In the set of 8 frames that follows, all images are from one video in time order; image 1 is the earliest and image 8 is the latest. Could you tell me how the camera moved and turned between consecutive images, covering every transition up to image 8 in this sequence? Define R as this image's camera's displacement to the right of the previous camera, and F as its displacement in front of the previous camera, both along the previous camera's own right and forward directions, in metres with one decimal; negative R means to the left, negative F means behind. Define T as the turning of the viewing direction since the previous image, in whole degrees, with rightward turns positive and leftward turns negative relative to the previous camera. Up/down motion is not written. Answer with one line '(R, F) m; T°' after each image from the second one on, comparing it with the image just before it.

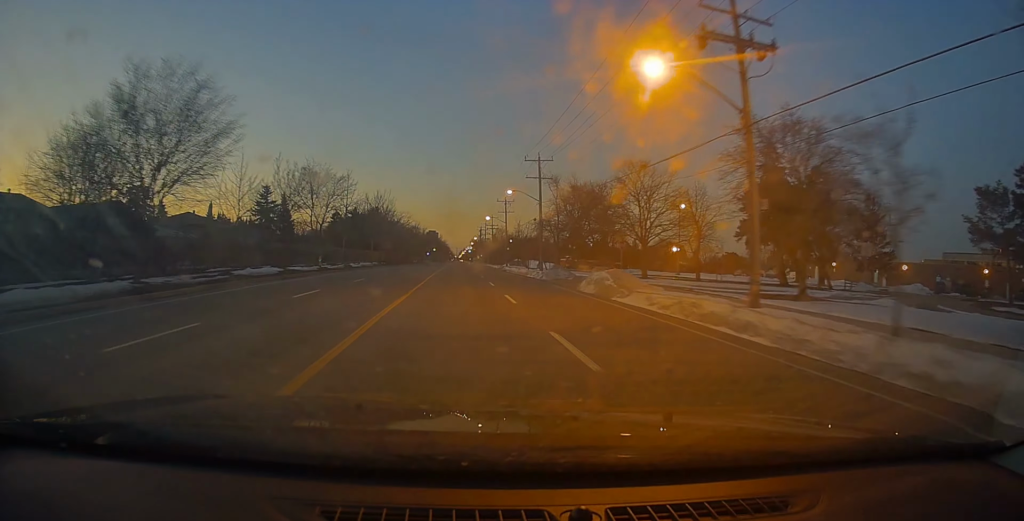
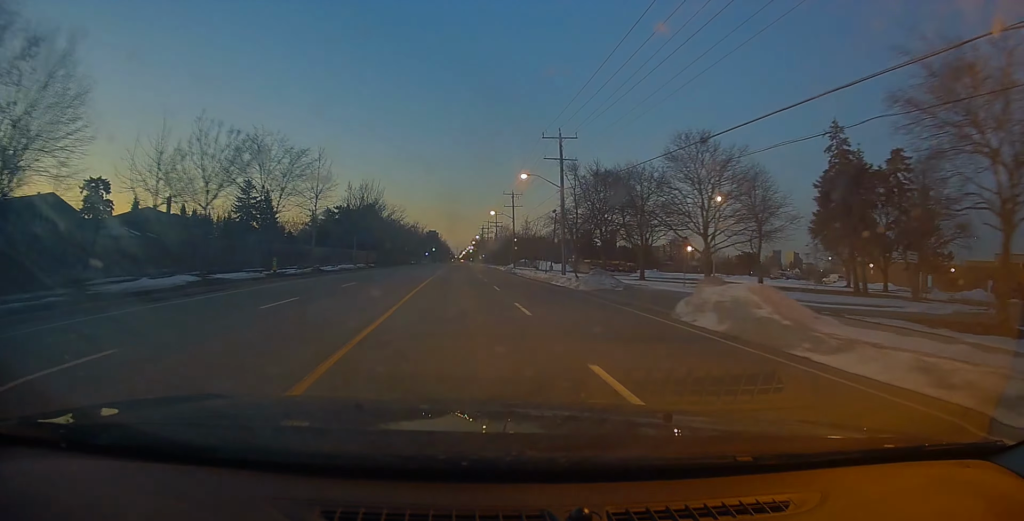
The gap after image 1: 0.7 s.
(-0.4, +11.8) m; -1°
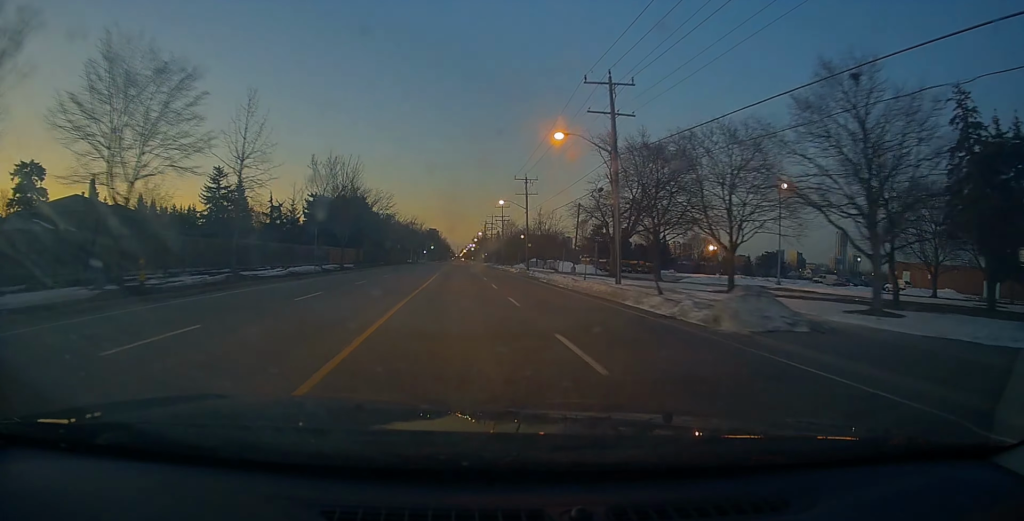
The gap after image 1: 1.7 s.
(0.0, +15.5) m; 0°
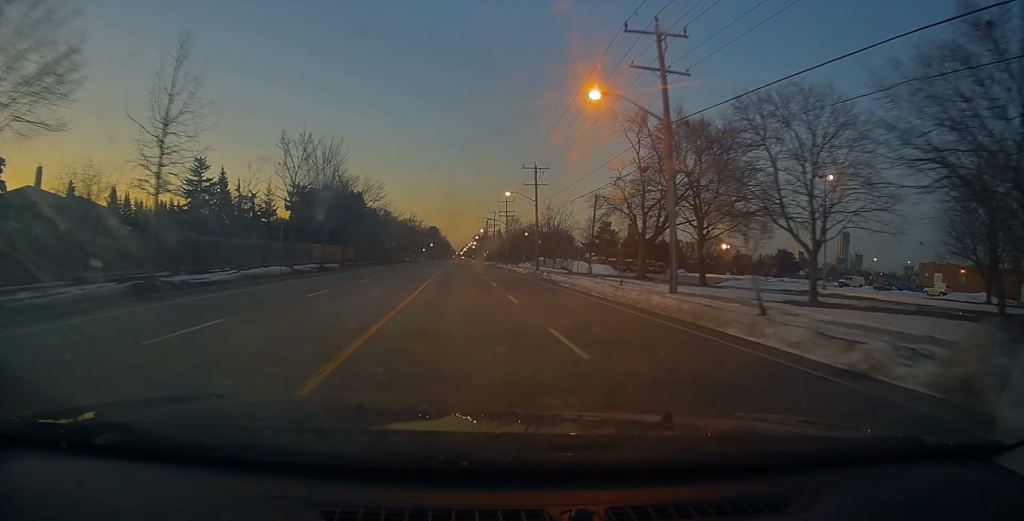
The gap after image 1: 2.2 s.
(0.0, +8.1) m; 0°
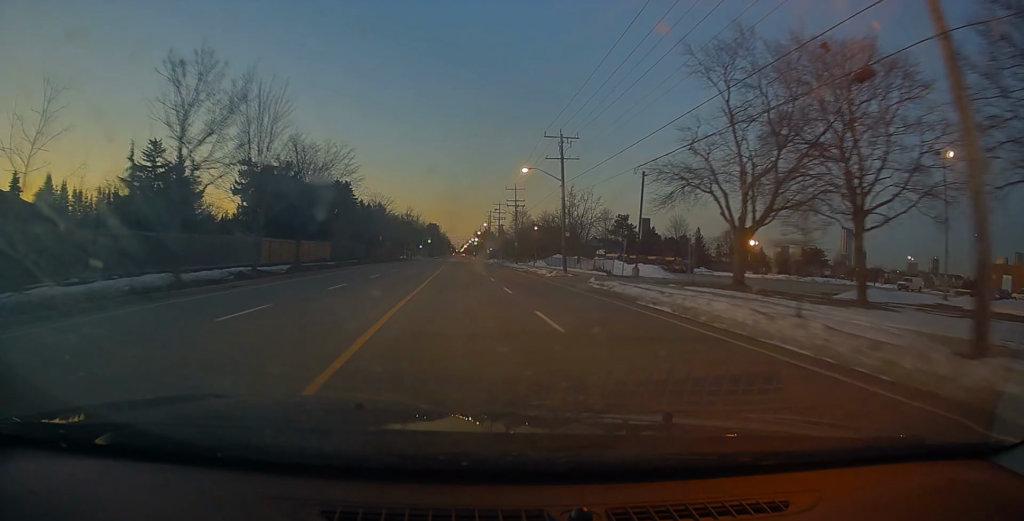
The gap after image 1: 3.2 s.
(-0.1, +15.6) m; -1°
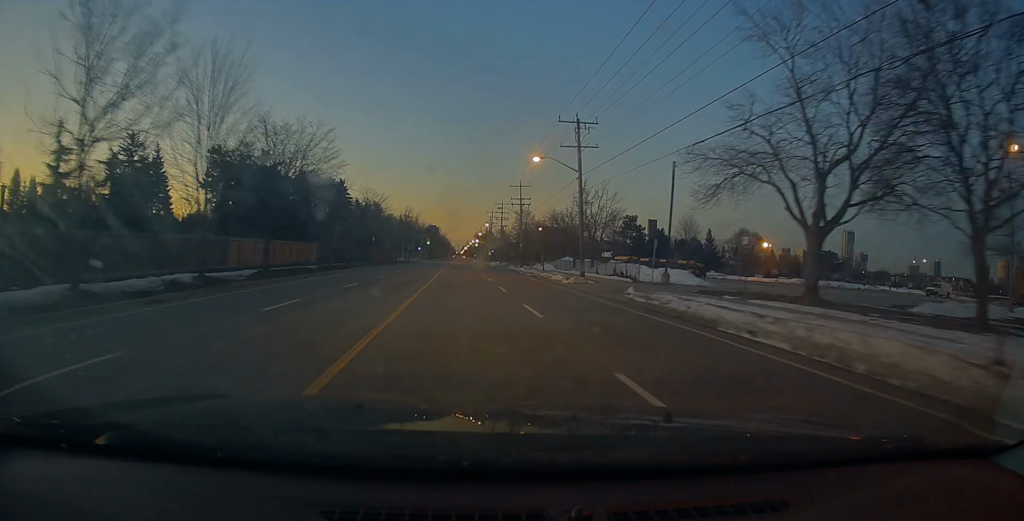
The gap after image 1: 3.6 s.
(-0.2, +6.5) m; 0°
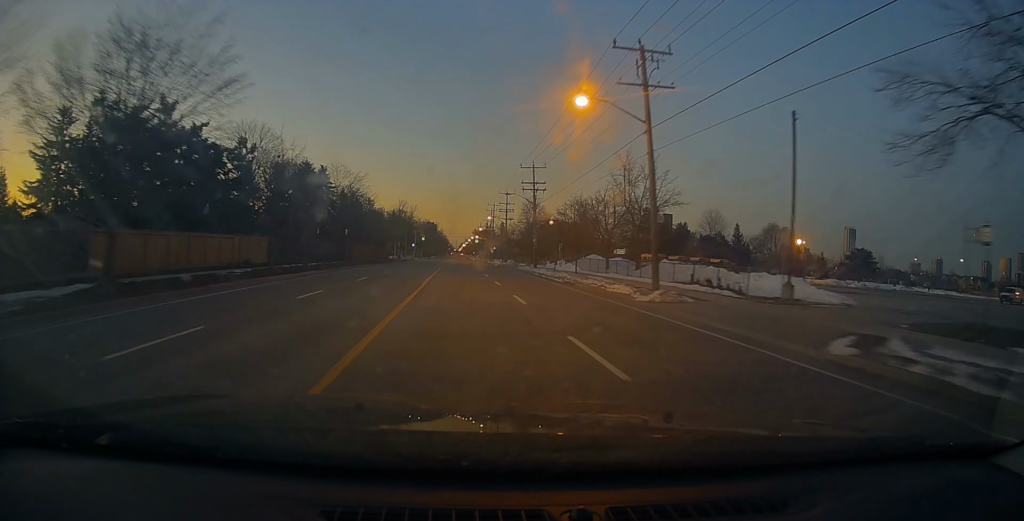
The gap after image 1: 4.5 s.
(+0.1, +15.2) m; +1°
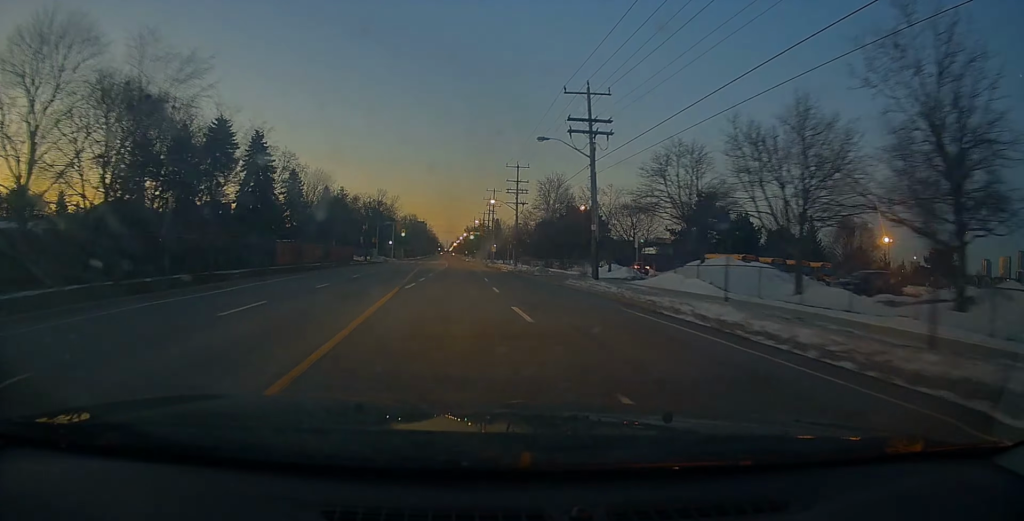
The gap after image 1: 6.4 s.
(+0.3, +31.3) m; +1°
